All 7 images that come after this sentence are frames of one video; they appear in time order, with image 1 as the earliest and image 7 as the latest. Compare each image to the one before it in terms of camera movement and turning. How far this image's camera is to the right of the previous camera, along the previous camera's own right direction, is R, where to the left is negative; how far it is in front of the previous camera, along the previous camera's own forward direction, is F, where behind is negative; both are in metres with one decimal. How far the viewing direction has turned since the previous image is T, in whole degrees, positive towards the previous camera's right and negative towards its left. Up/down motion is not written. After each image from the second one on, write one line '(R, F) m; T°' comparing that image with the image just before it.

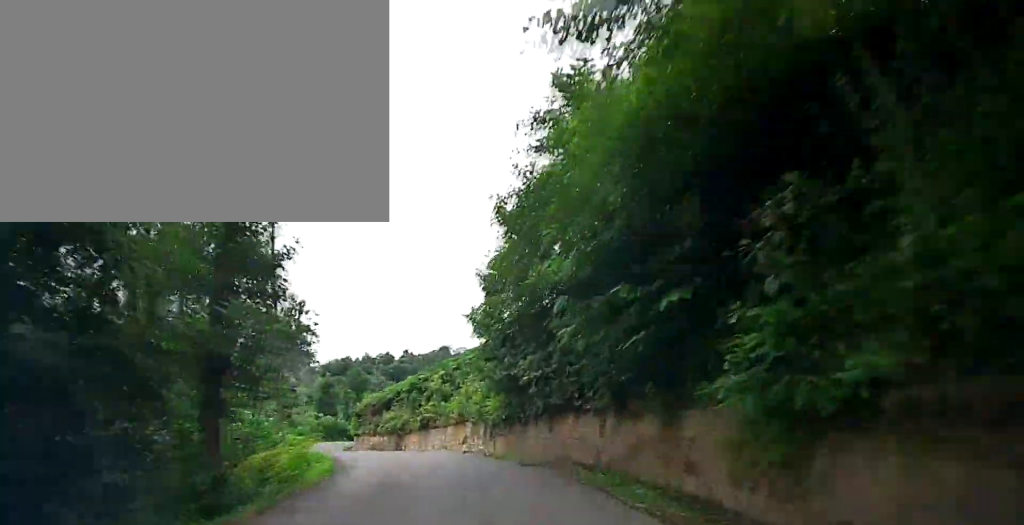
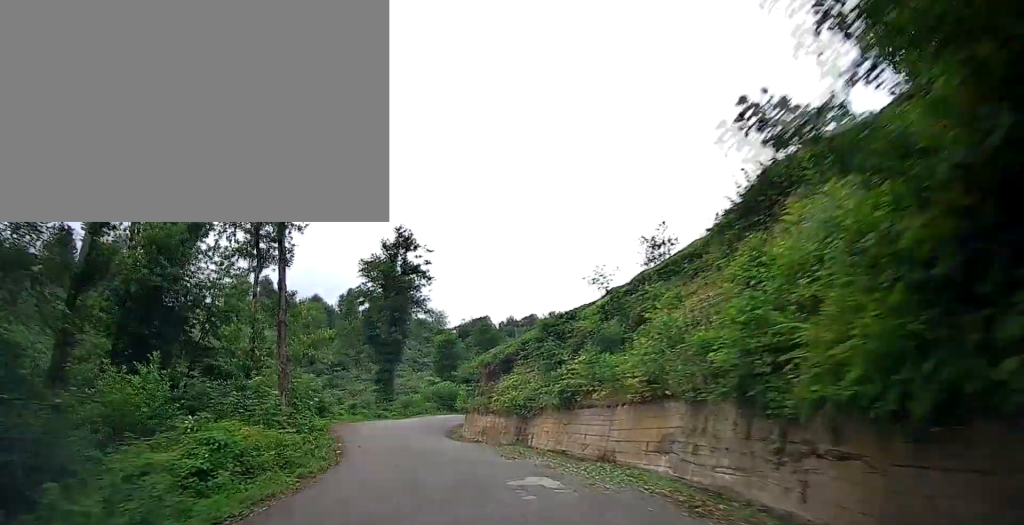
(-1.1, +15.8) m; -11°
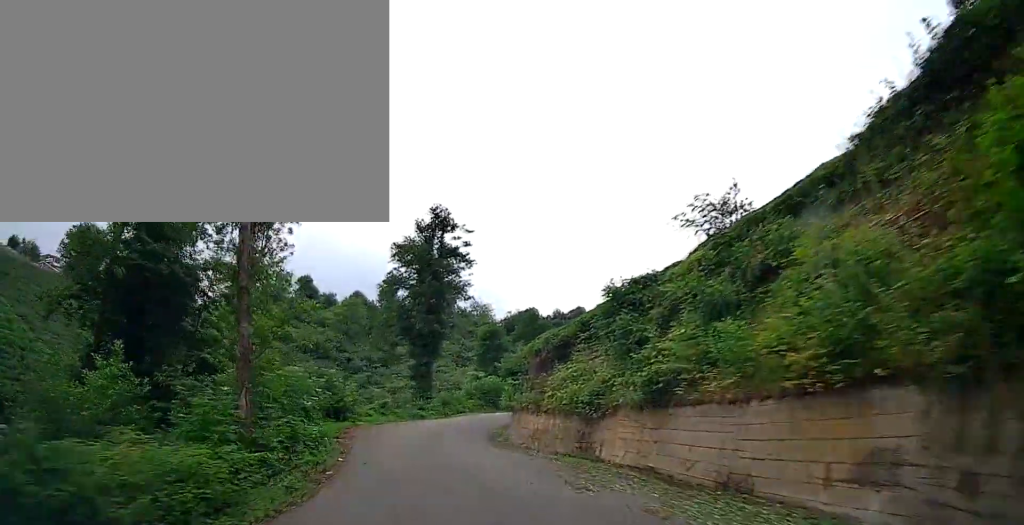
(-0.3, +5.1) m; -5°
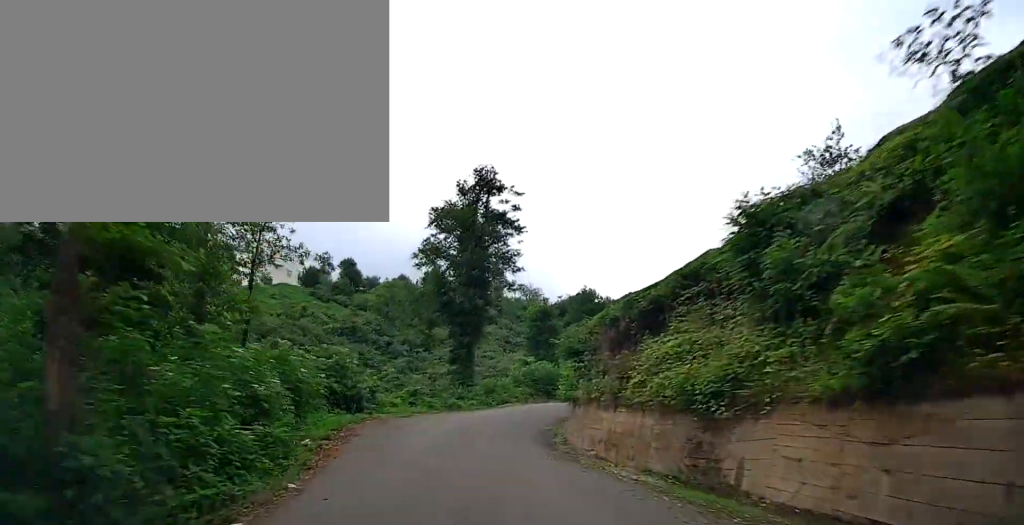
(-0.3, +6.1) m; -5°
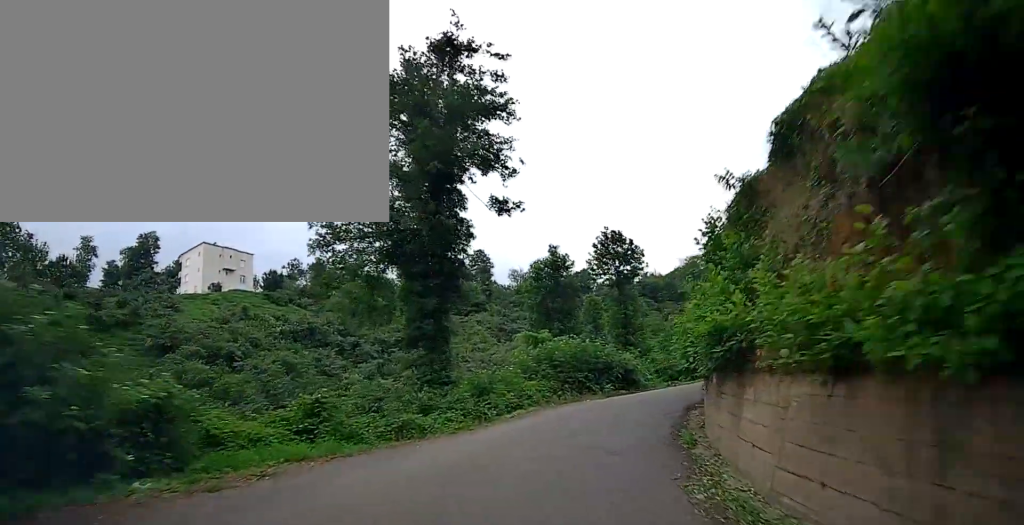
(-1.6, +17.7) m; -4°
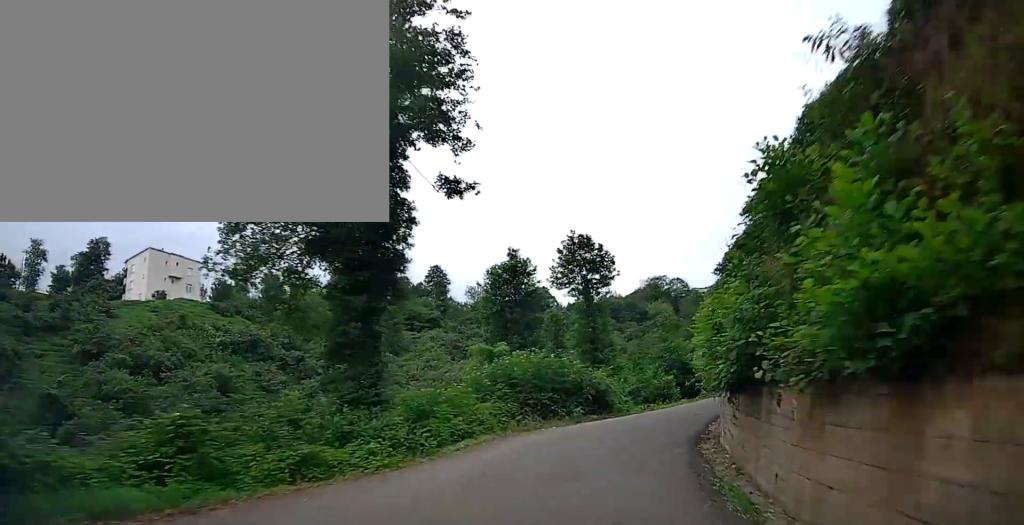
(+0.2, +4.5) m; +4°
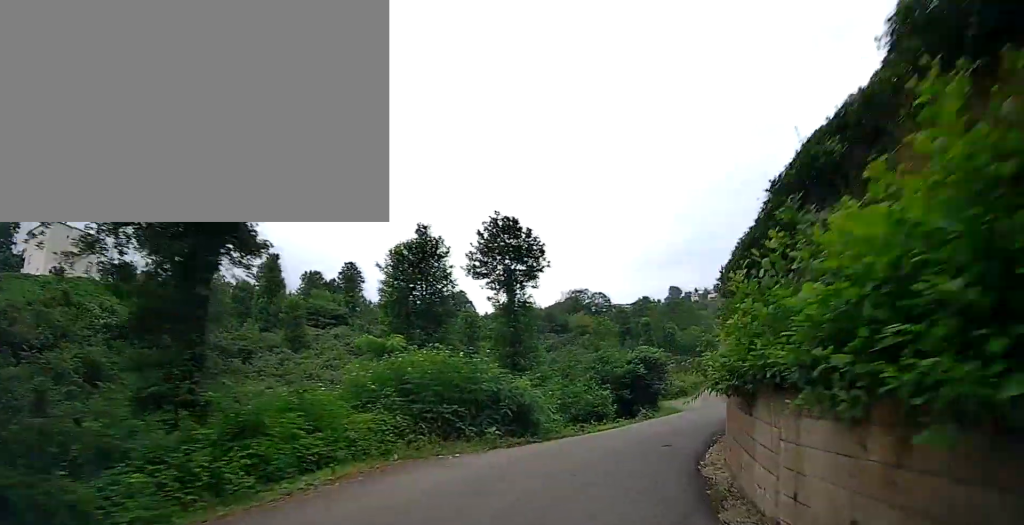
(0.0, +6.0) m; +6°
